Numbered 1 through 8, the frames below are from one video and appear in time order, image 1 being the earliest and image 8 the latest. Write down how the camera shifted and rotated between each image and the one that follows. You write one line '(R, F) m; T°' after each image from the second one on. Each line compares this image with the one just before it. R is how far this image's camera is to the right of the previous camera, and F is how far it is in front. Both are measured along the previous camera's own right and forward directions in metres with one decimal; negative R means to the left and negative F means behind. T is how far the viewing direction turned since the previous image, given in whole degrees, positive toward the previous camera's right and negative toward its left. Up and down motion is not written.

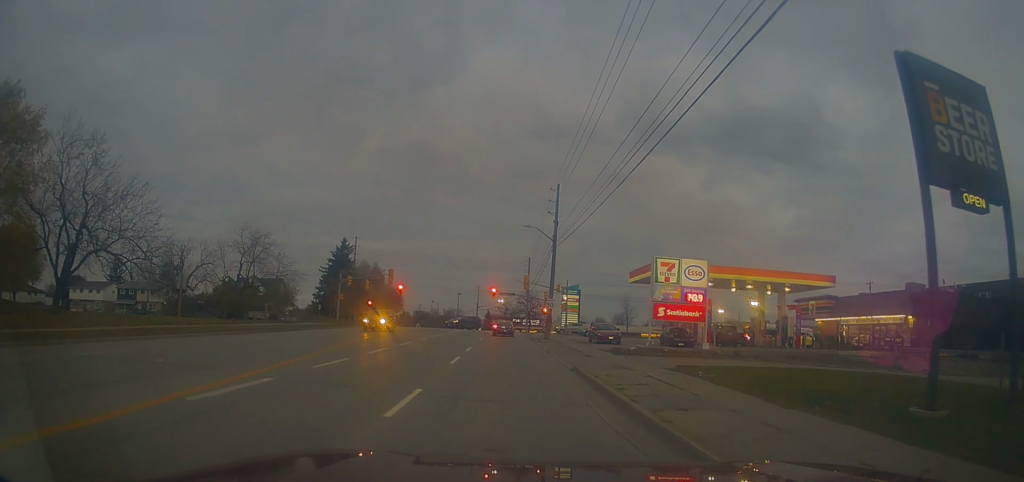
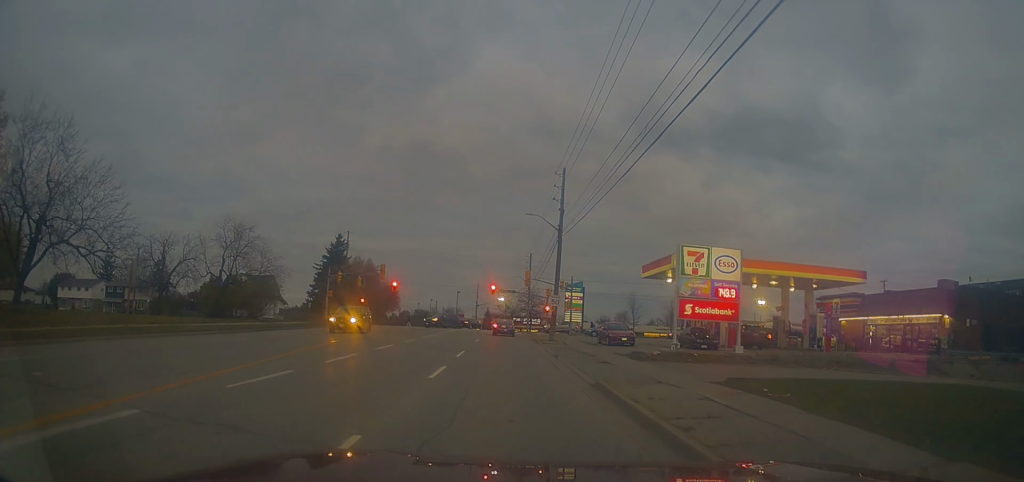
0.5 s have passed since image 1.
(+0.3, +4.6) m; -1°
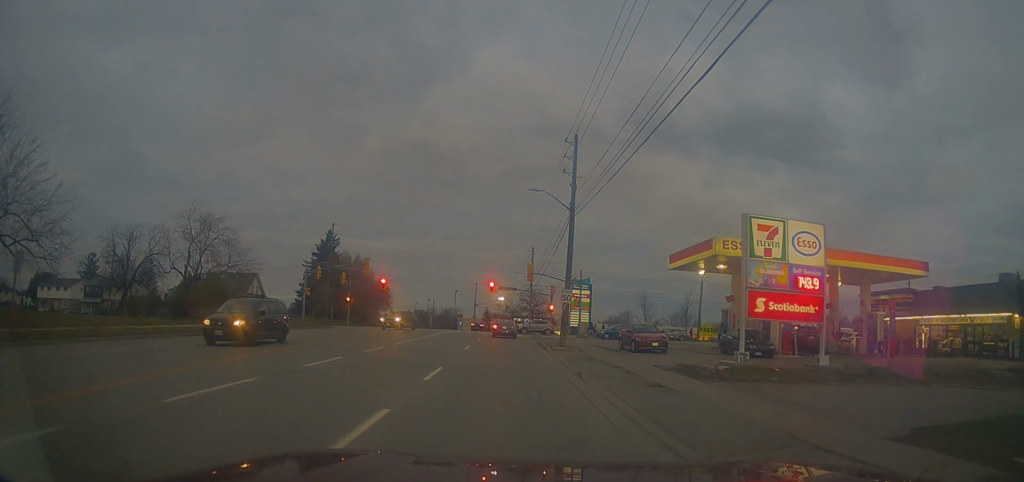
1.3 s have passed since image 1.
(-0.4, +7.4) m; -3°
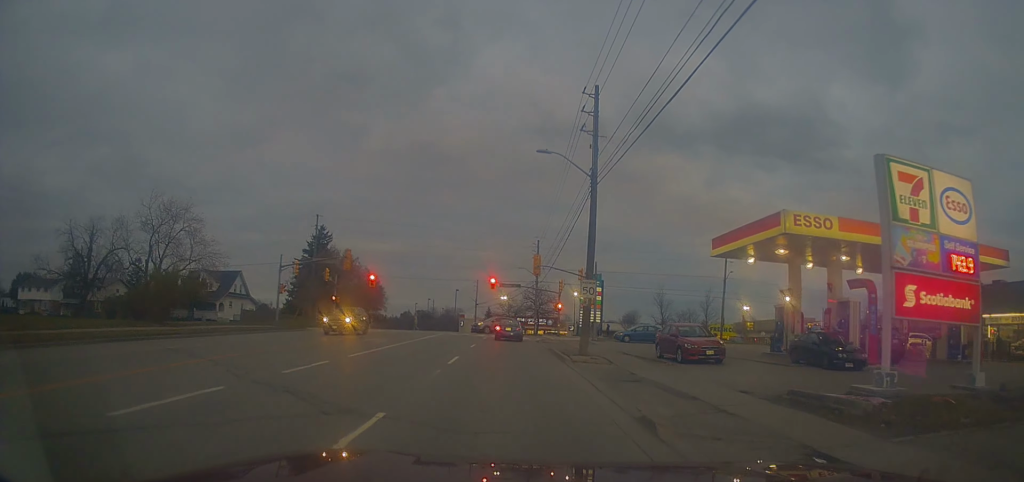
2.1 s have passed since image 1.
(-0.2, +7.4) m; 0°
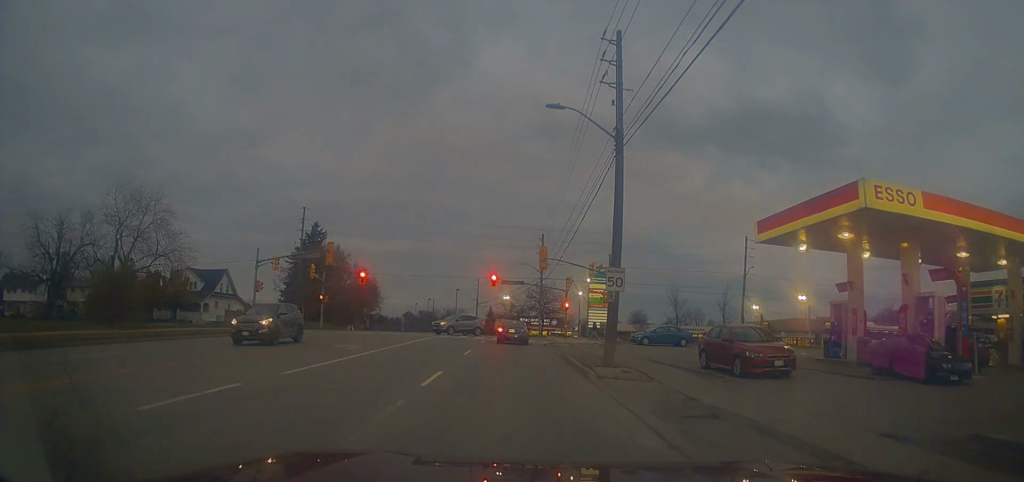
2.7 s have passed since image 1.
(0.0, +5.4) m; +1°
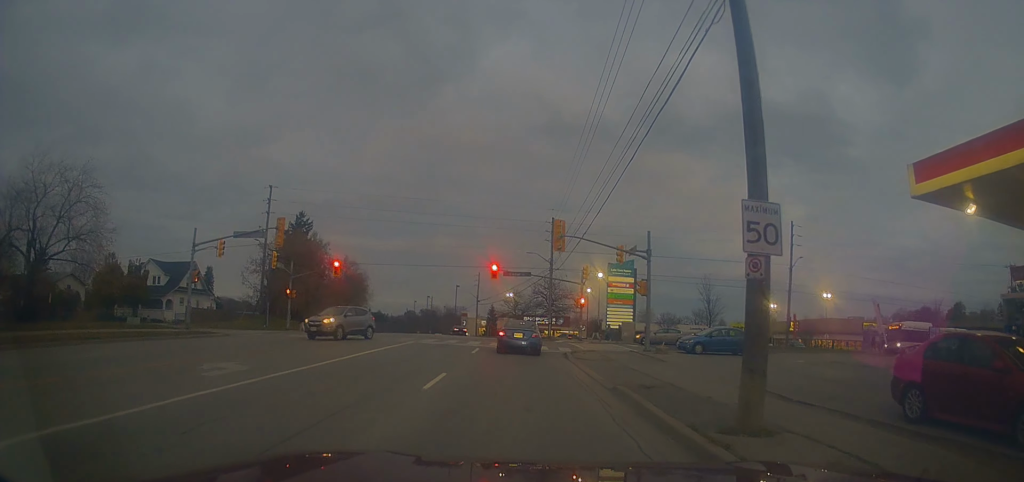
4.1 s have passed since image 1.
(+0.2, +10.1) m; 0°
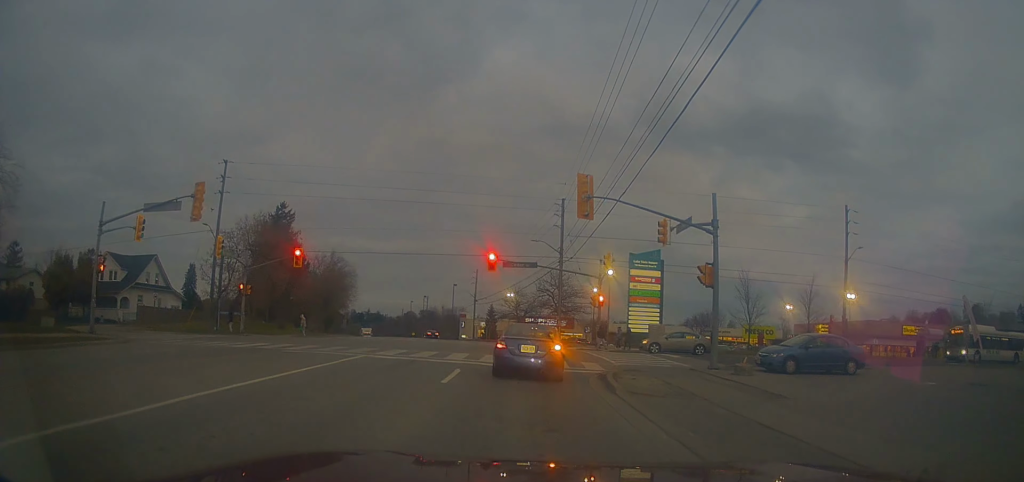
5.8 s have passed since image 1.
(-0.3, +10.0) m; 0°
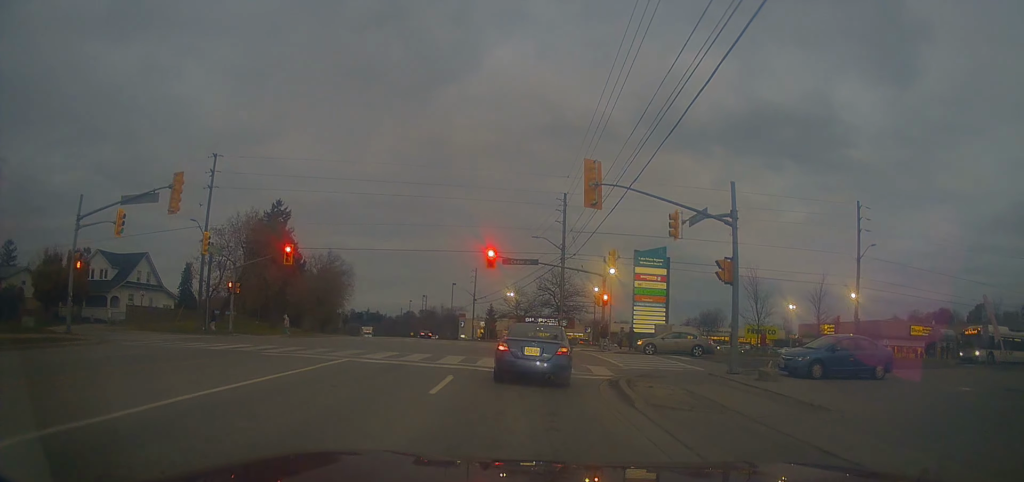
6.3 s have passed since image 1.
(0.0, +1.7) m; +4°
